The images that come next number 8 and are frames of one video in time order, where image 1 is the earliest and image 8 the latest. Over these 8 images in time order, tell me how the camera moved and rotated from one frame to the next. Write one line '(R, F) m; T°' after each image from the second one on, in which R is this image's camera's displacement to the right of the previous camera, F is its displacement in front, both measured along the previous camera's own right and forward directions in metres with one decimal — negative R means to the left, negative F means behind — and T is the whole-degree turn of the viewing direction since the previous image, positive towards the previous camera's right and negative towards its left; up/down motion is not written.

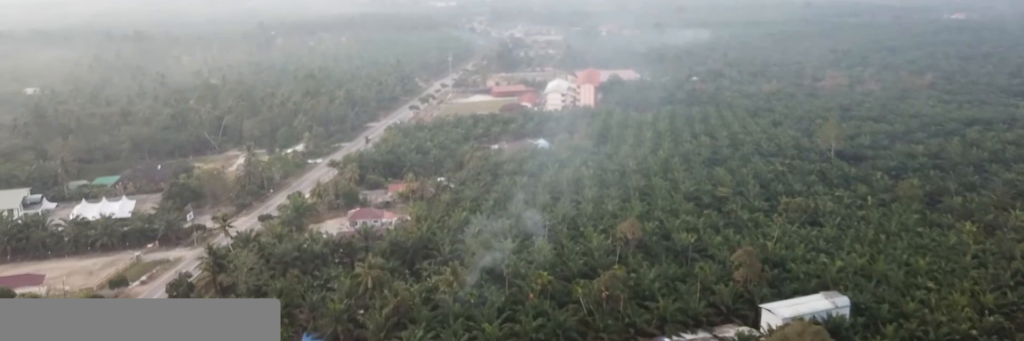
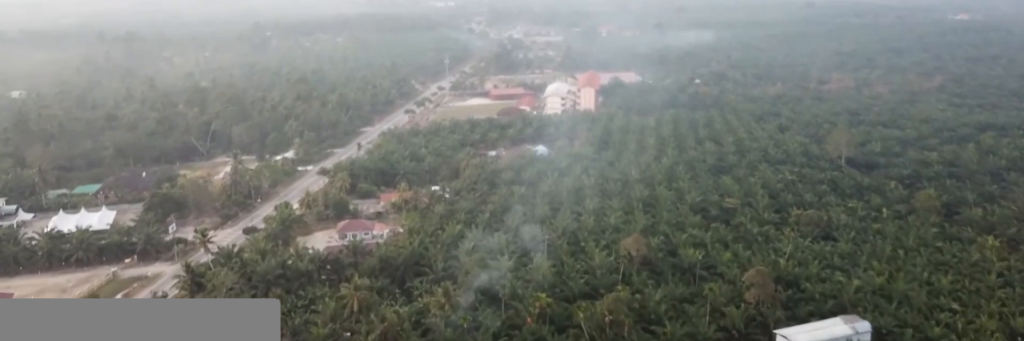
(0.0, +12.3) m; 0°
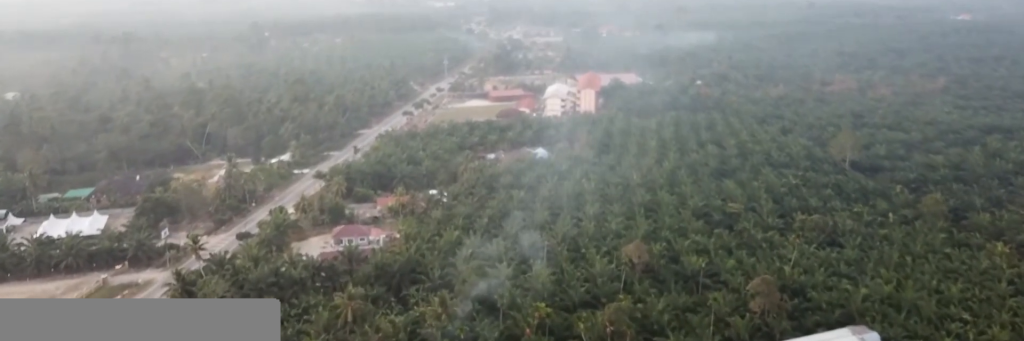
(0.0, +4.7) m; 0°
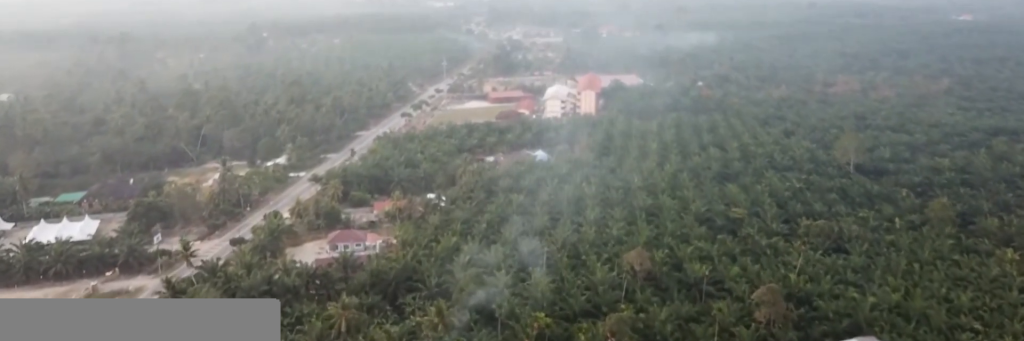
(0.0, +5.0) m; 0°
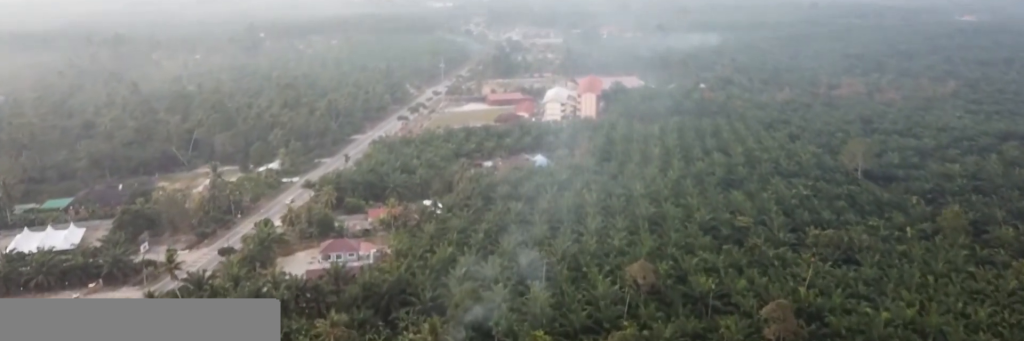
(0.0, +8.0) m; 0°
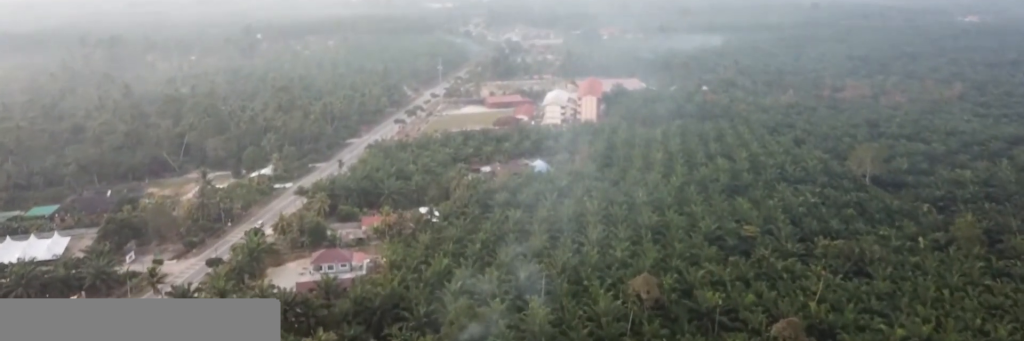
(0.0, +8.0) m; 0°
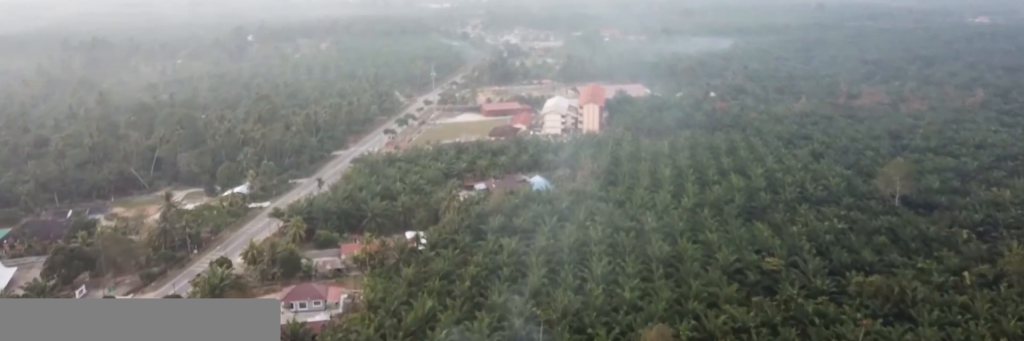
(0.0, +24.8) m; 0°
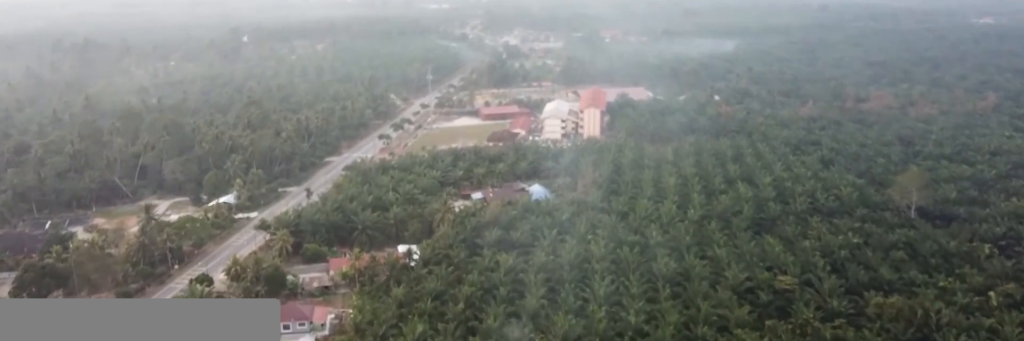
(0.0, +12.1) m; 0°
